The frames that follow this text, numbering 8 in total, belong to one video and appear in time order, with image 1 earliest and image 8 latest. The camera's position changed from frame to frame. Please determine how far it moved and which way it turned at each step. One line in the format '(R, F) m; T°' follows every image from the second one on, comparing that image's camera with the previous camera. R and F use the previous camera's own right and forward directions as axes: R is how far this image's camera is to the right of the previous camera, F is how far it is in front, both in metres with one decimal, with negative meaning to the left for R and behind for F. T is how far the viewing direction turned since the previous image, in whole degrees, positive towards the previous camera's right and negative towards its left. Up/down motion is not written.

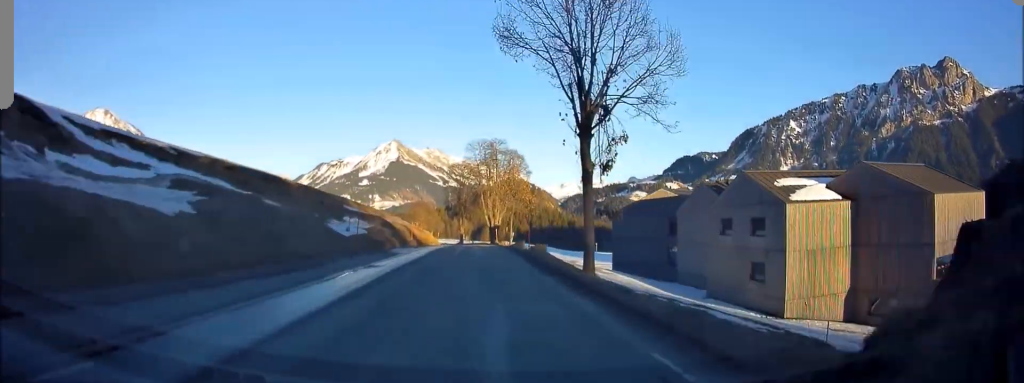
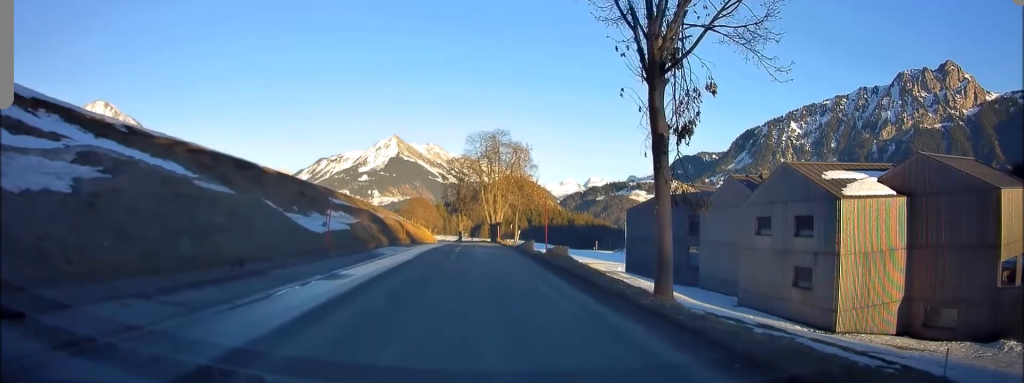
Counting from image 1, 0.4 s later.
(0.0, +5.7) m; 0°
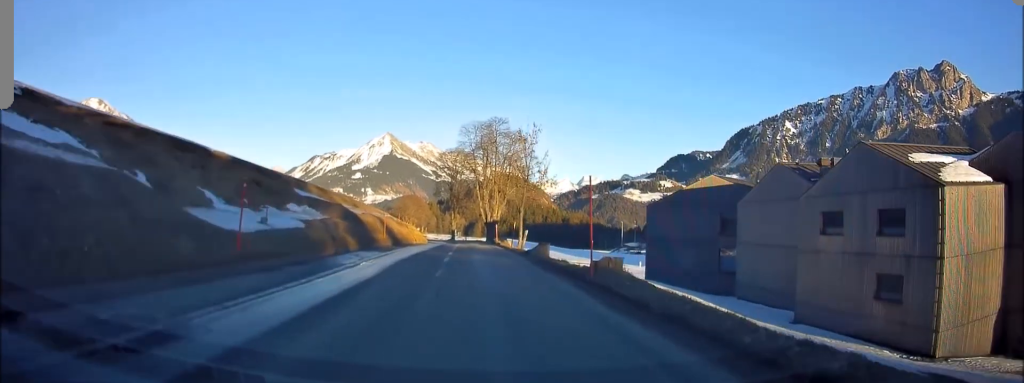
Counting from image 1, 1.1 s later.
(0.0, +8.7) m; 0°
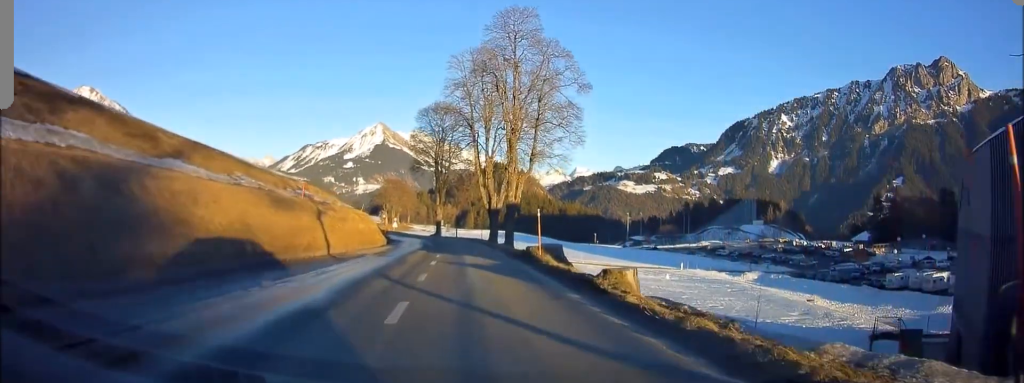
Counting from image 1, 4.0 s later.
(+0.5, +37.2) m; +1°
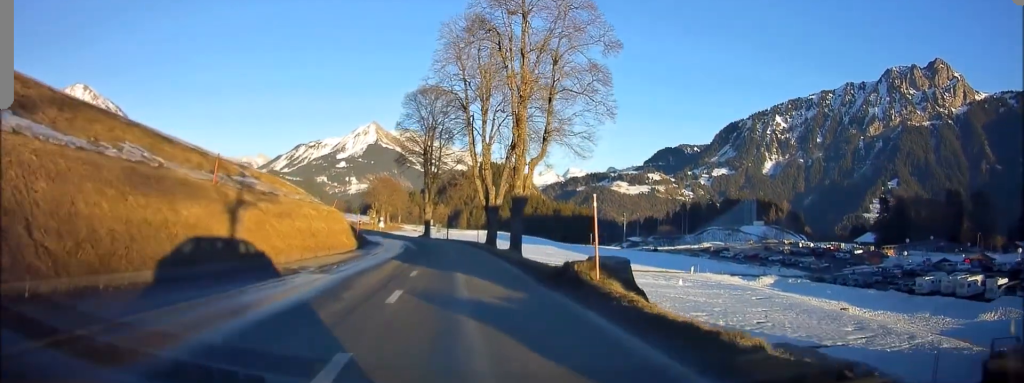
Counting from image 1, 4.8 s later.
(-0.3, +9.5) m; 0°
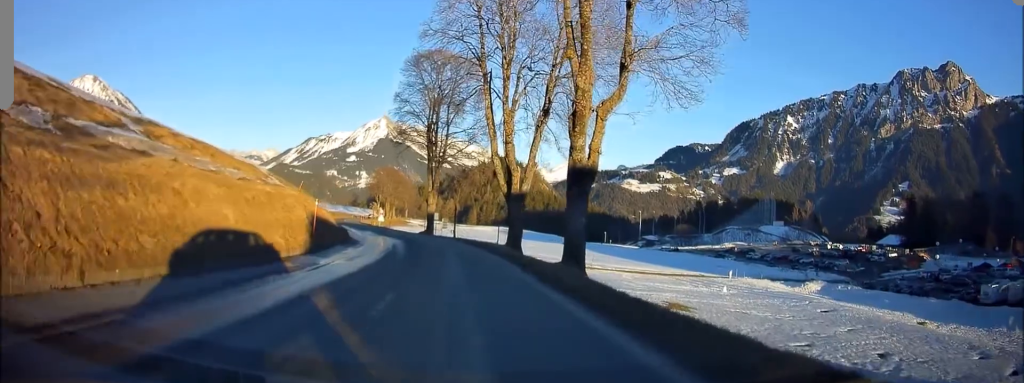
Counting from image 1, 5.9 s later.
(+0.2, +13.7) m; 0°
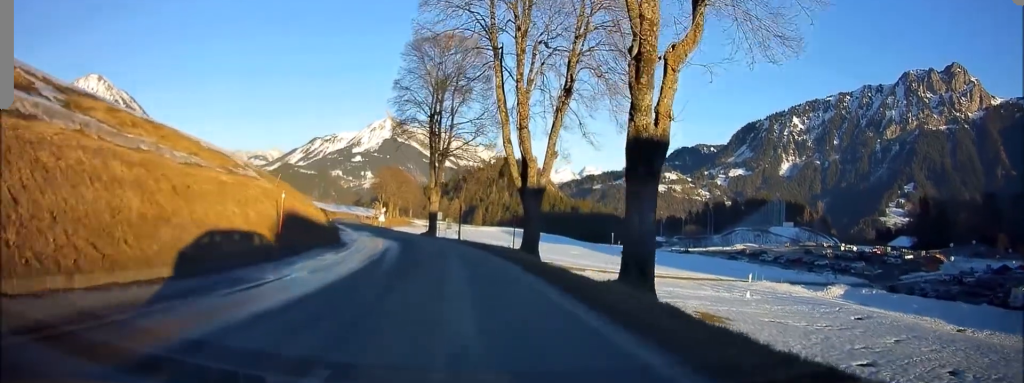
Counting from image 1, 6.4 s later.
(0.0, +5.9) m; -1°
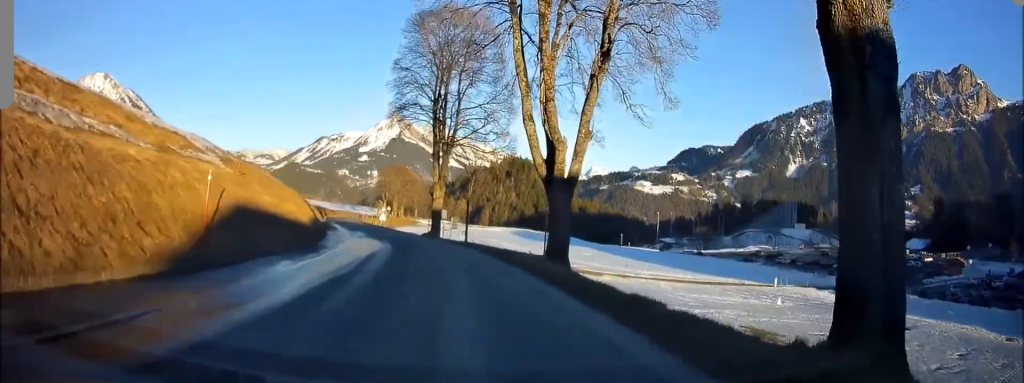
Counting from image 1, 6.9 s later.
(-0.1, +6.4) m; -2°
